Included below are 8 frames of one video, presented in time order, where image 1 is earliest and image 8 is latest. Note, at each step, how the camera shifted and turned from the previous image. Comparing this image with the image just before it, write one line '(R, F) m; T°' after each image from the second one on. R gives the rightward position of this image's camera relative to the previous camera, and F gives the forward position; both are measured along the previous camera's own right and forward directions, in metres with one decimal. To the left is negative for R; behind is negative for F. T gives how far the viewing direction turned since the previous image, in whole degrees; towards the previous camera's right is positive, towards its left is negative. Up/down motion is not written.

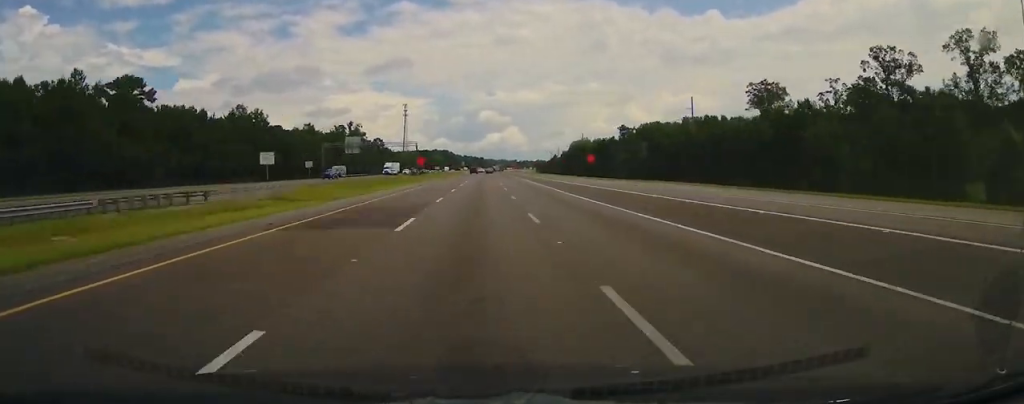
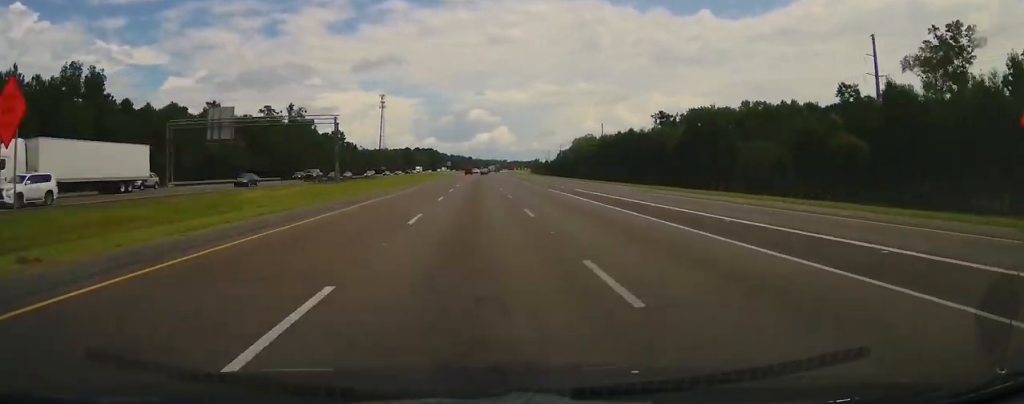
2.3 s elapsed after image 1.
(+0.7, +79.9) m; +1°
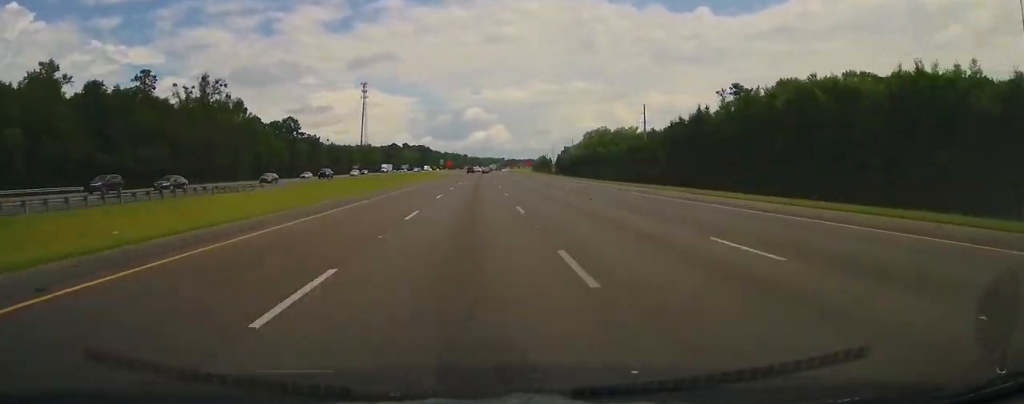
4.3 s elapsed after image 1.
(+0.3, +70.0) m; 0°
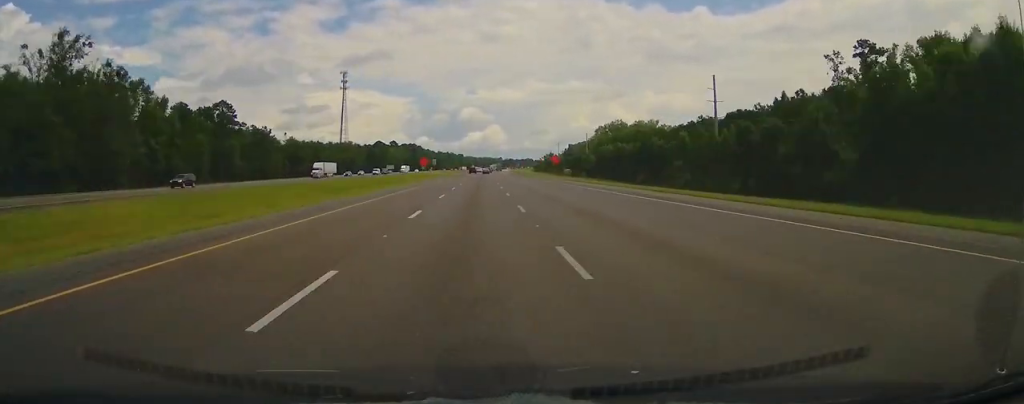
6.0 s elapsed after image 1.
(+0.3, +60.4) m; 0°
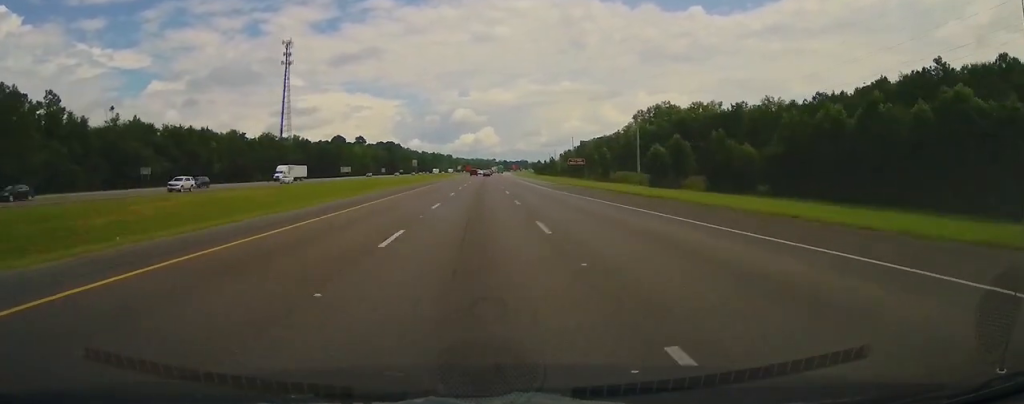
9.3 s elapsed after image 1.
(+0.6, +115.8) m; +1°
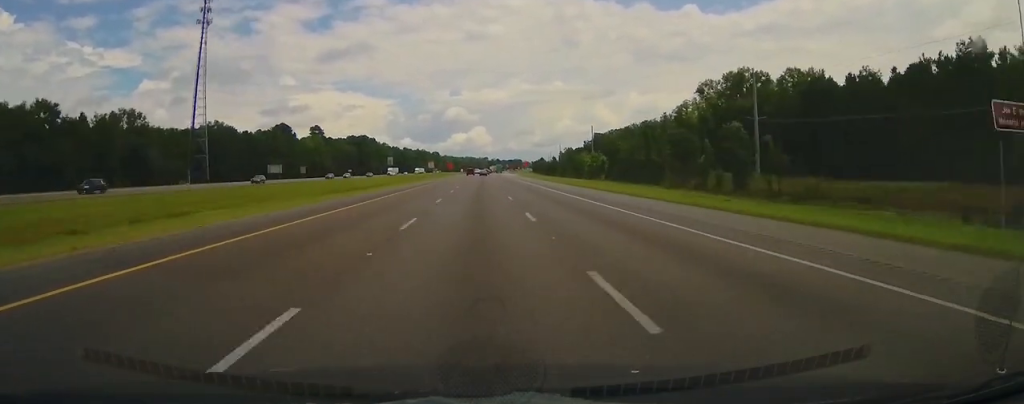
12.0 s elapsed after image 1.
(+0.7, +93.5) m; +1°
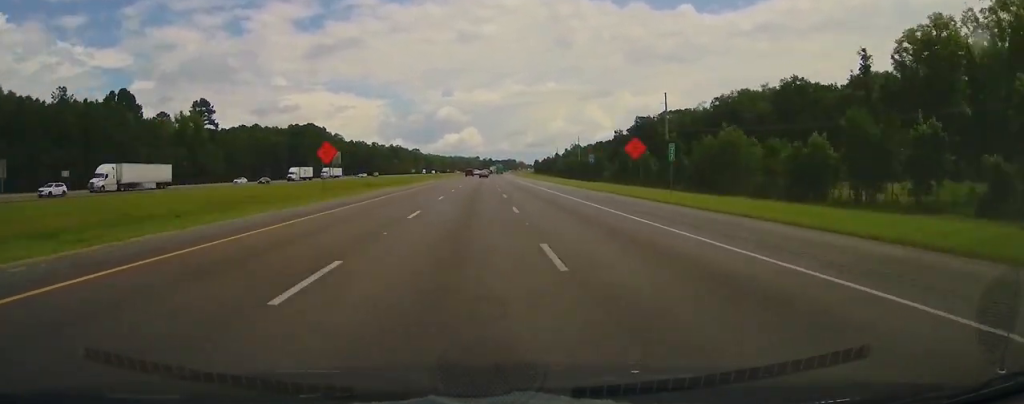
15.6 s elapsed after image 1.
(+1.4, +127.6) m; +1°
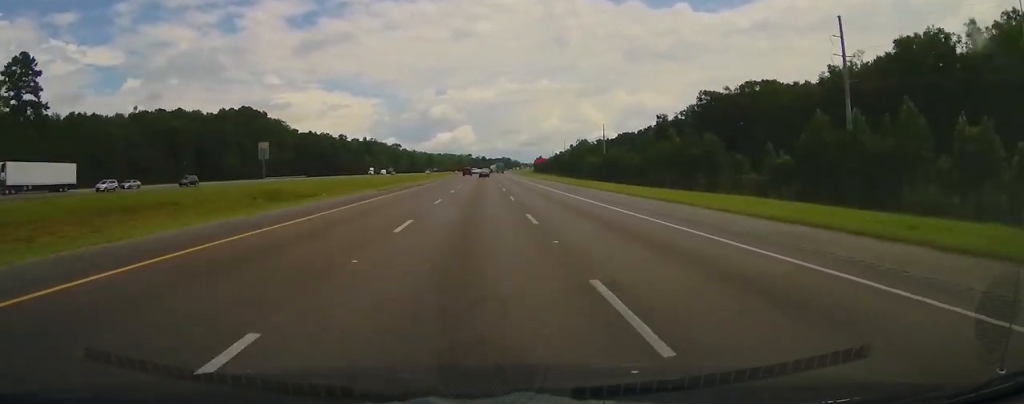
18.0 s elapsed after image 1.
(+0.6, +85.4) m; +1°
